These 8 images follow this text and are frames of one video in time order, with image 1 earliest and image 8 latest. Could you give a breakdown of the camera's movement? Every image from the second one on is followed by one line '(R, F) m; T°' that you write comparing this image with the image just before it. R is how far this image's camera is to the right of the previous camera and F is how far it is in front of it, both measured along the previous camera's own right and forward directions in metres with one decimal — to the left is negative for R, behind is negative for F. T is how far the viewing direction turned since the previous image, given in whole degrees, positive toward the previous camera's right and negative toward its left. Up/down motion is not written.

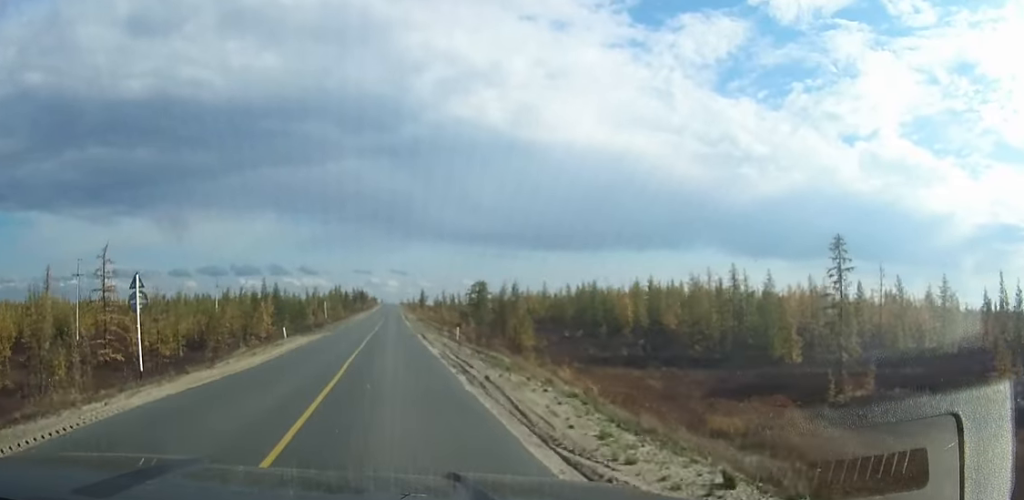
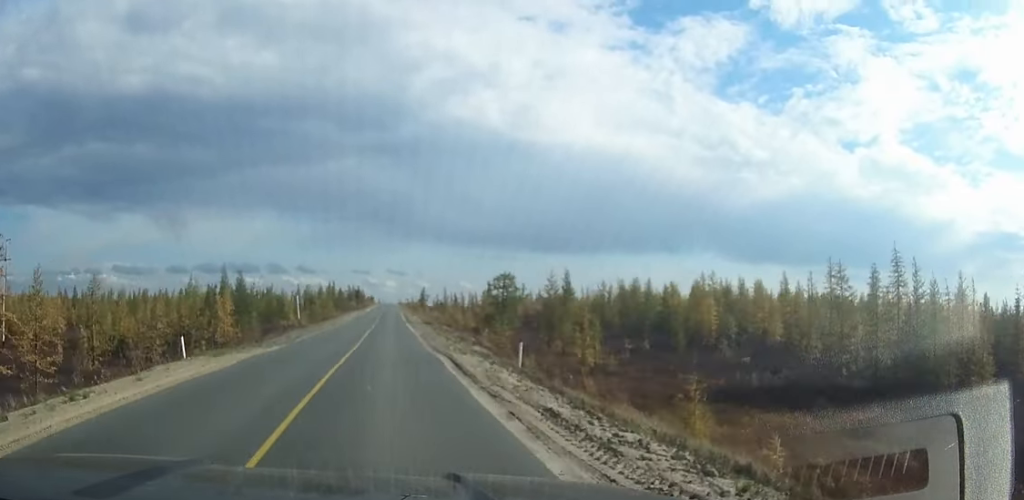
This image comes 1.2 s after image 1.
(+0.1, +20.7) m; 0°
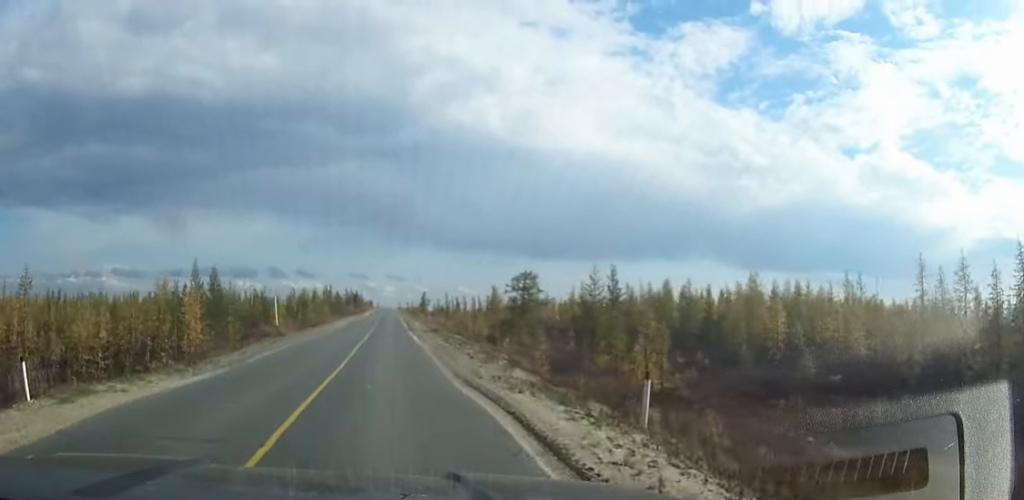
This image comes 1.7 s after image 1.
(0.0, +10.1) m; 0°
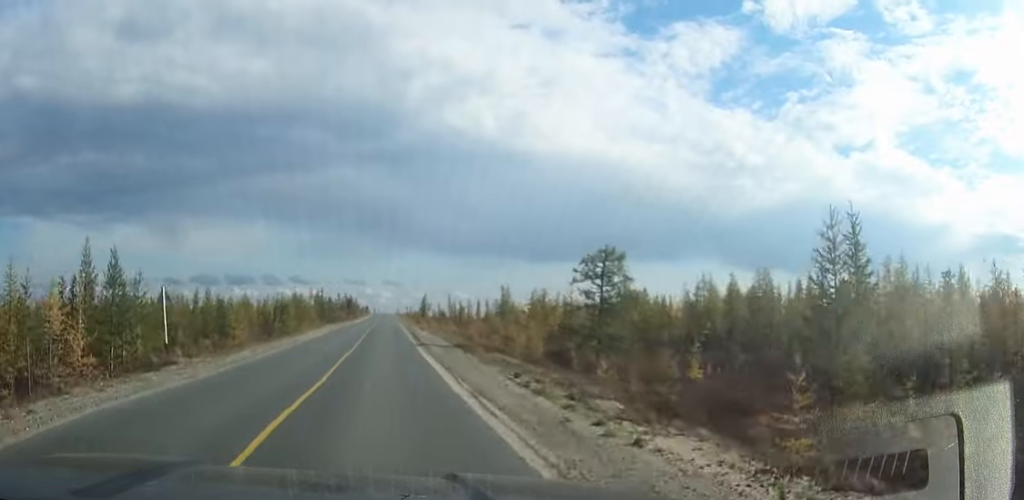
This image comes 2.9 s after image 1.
(0.0, +22.9) m; 0°
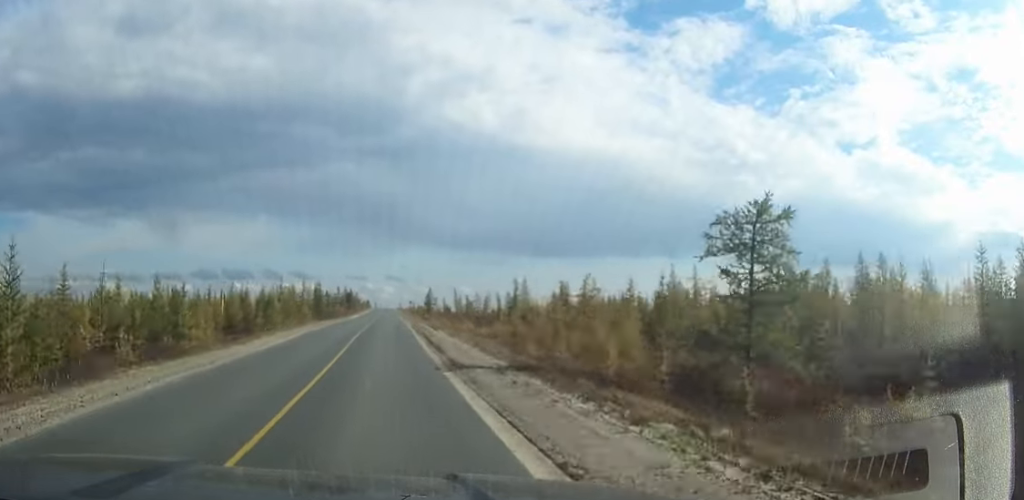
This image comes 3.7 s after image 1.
(-0.1, +15.6) m; 0°
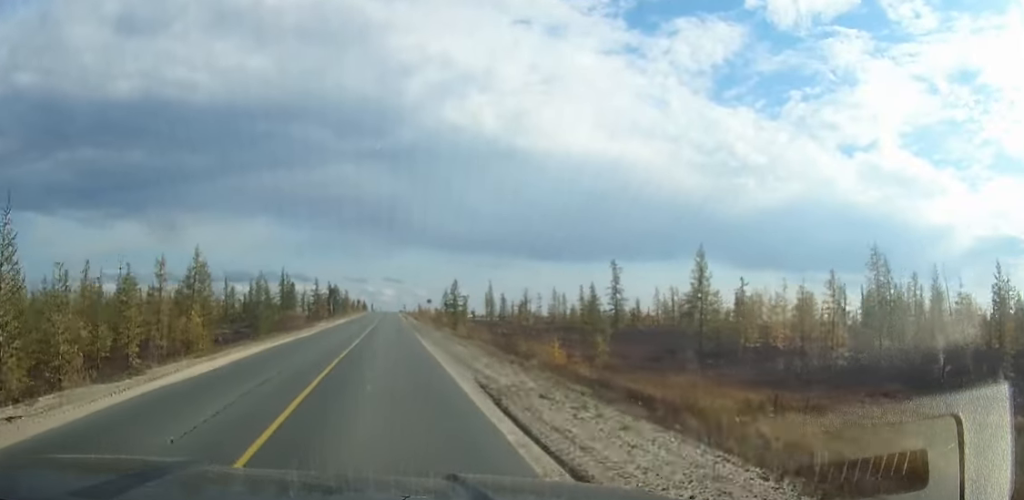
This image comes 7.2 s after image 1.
(+0.2, +74.1) m; 0°
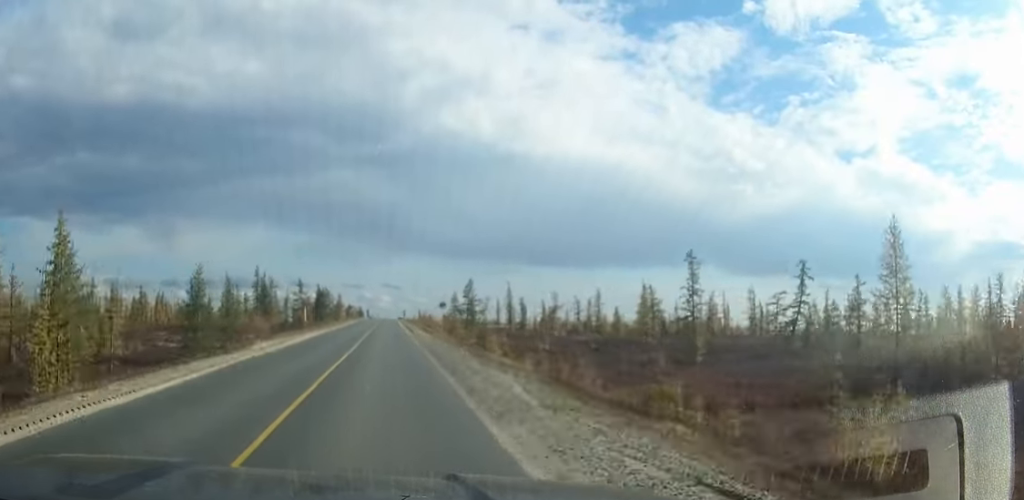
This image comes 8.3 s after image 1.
(0.0, +26.6) m; 0°
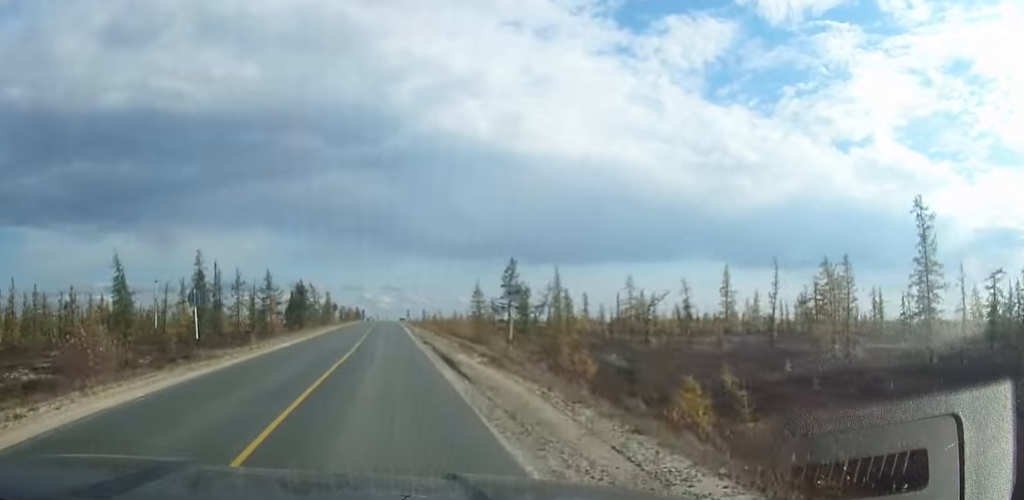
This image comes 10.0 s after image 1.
(-0.1, +37.4) m; 0°
